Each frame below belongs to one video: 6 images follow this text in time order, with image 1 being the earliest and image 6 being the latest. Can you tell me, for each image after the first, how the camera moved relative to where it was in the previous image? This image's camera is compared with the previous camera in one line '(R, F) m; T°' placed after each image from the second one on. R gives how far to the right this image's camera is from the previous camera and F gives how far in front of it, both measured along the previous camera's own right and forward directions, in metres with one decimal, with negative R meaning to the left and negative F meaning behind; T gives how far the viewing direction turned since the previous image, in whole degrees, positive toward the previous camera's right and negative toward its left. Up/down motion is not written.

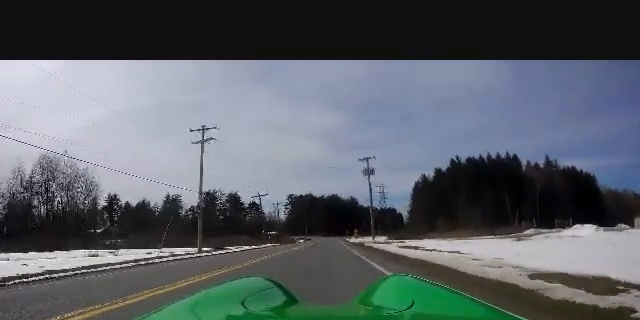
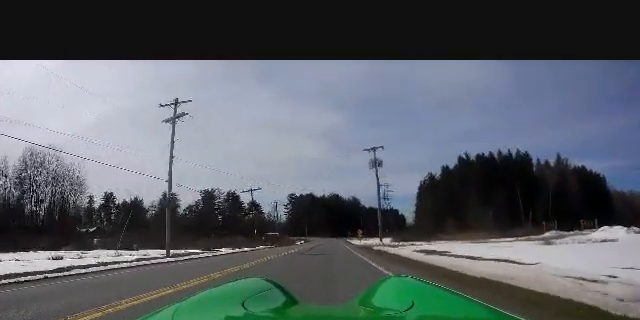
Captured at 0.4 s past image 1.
(+0.1, +6.1) m; +1°
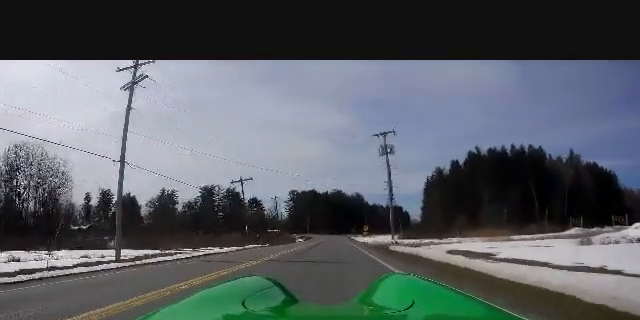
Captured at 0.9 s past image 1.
(0.0, +6.1) m; -1°
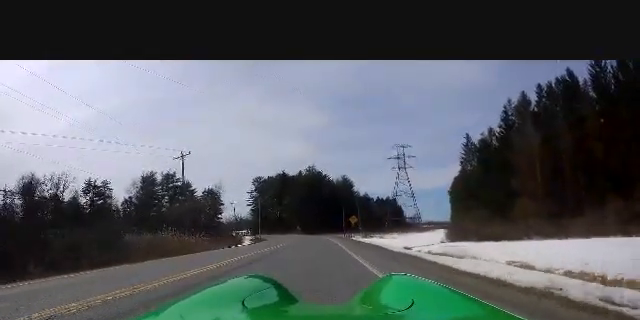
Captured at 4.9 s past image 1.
(-0.9, +57.2) m; +1°
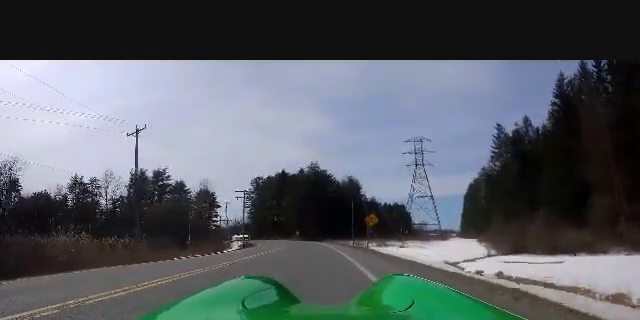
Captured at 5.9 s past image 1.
(0.0, +14.1) m; +1°
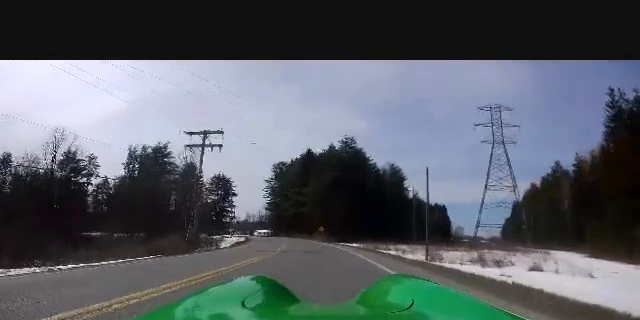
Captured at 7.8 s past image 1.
(+0.3, +25.7) m; -3°
